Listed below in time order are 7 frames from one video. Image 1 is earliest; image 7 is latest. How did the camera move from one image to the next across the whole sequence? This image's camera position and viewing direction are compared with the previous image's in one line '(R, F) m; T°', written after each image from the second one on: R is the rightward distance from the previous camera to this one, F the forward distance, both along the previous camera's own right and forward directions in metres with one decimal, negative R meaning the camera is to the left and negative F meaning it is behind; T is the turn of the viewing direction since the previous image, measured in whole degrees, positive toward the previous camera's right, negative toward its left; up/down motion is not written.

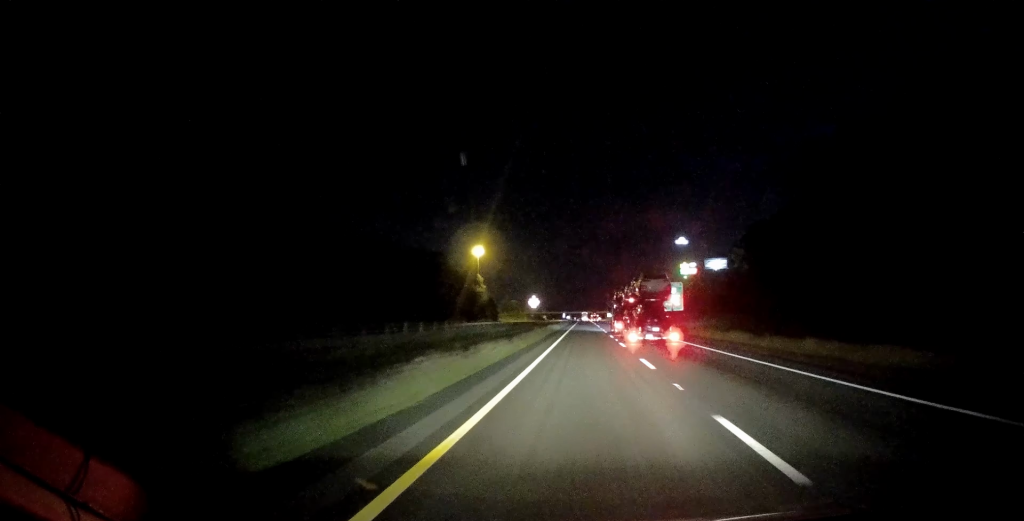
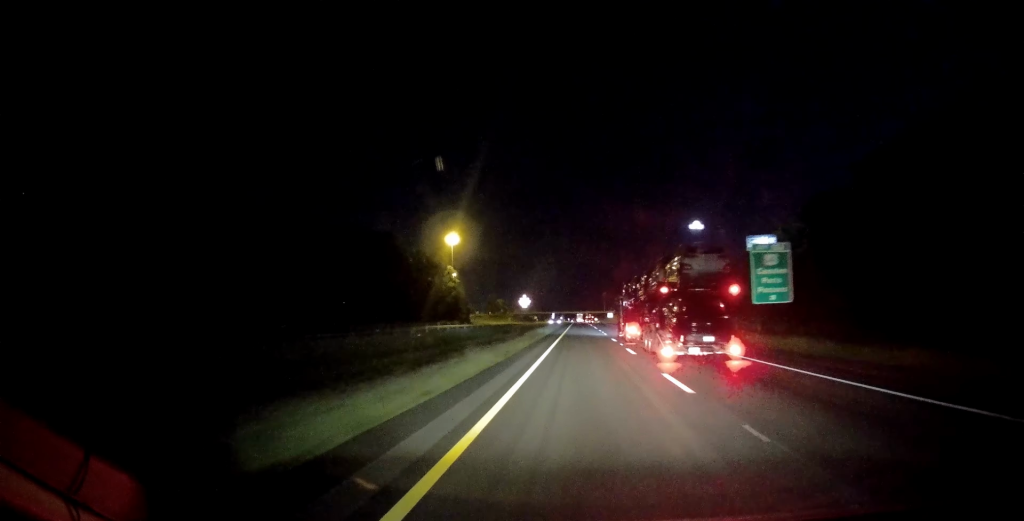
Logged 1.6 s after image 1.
(-0.3, +53.3) m; +1°
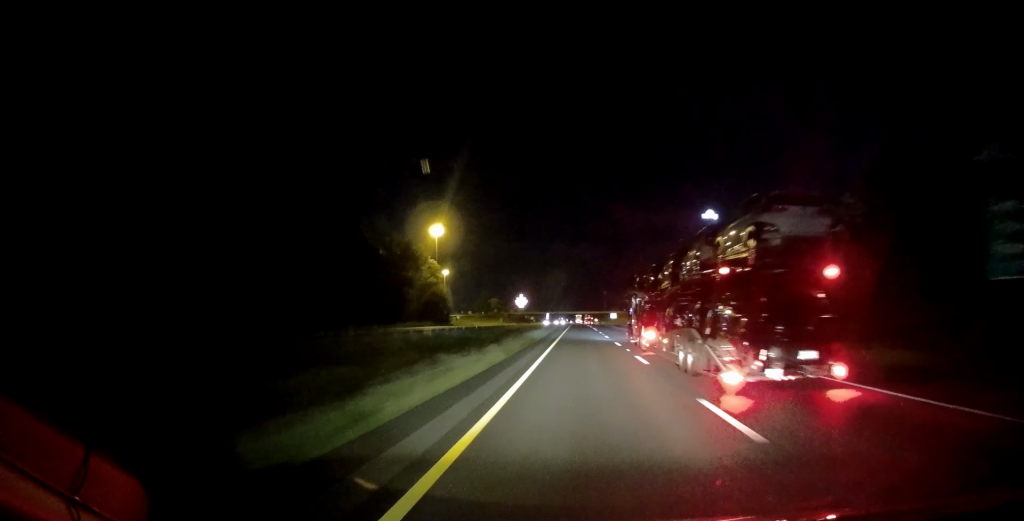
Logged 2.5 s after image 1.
(+0.4, +28.6) m; 0°
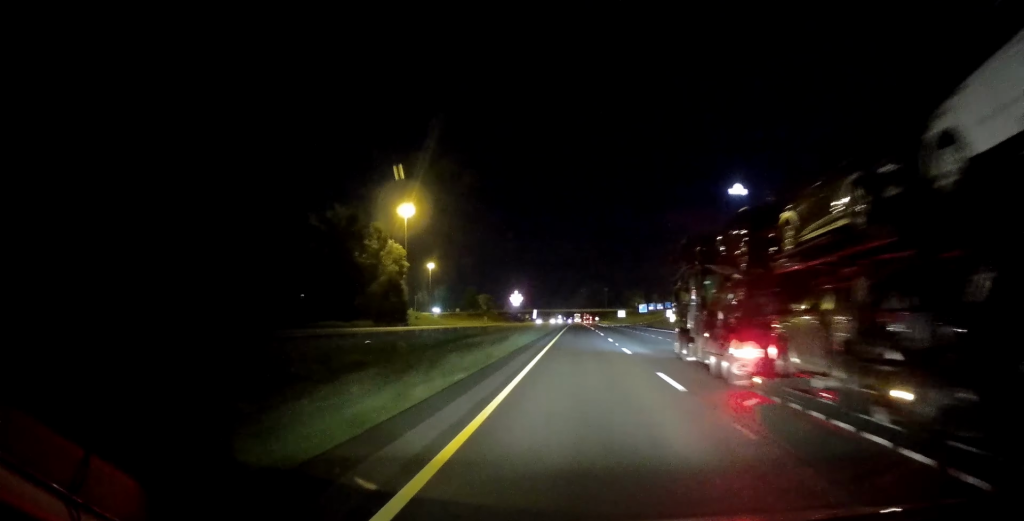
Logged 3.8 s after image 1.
(-0.7, +44.2) m; 0°
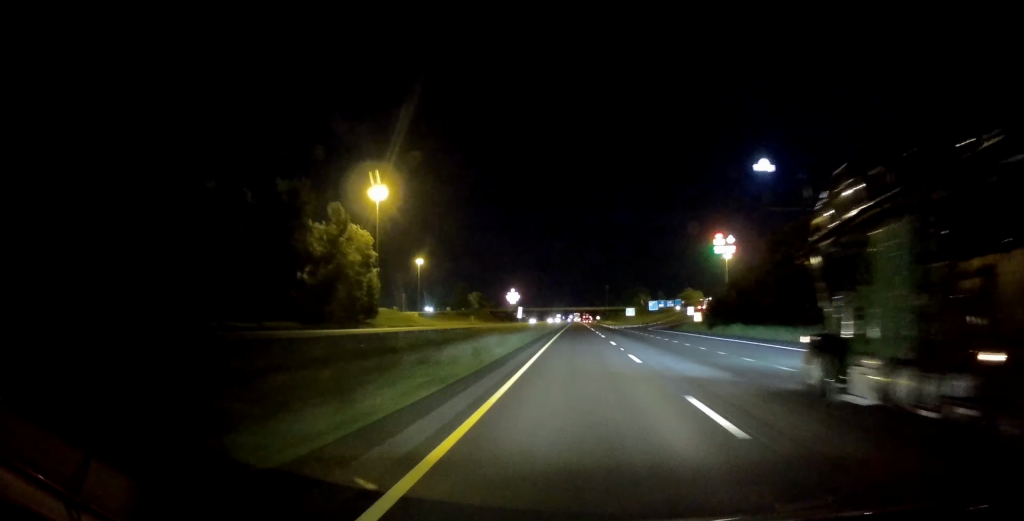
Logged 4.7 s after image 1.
(+0.8, +28.8) m; +1°
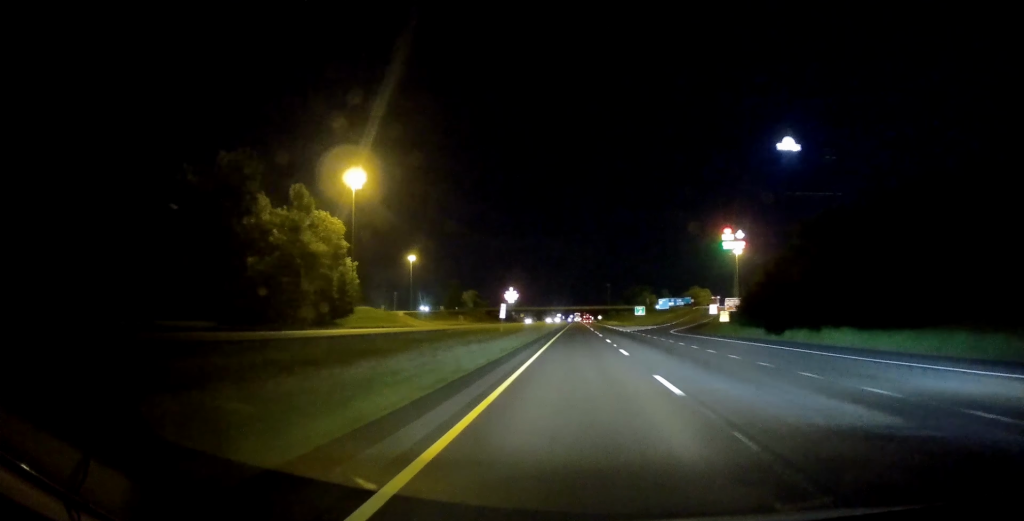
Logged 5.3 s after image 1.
(-0.1, +20.0) m; 0°
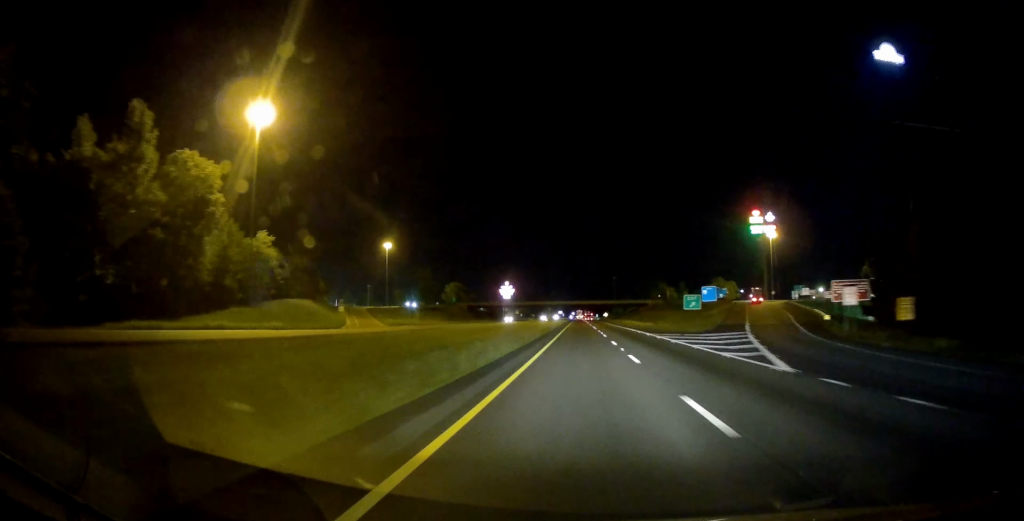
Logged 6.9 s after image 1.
(+0.2, +52.3) m; 0°
